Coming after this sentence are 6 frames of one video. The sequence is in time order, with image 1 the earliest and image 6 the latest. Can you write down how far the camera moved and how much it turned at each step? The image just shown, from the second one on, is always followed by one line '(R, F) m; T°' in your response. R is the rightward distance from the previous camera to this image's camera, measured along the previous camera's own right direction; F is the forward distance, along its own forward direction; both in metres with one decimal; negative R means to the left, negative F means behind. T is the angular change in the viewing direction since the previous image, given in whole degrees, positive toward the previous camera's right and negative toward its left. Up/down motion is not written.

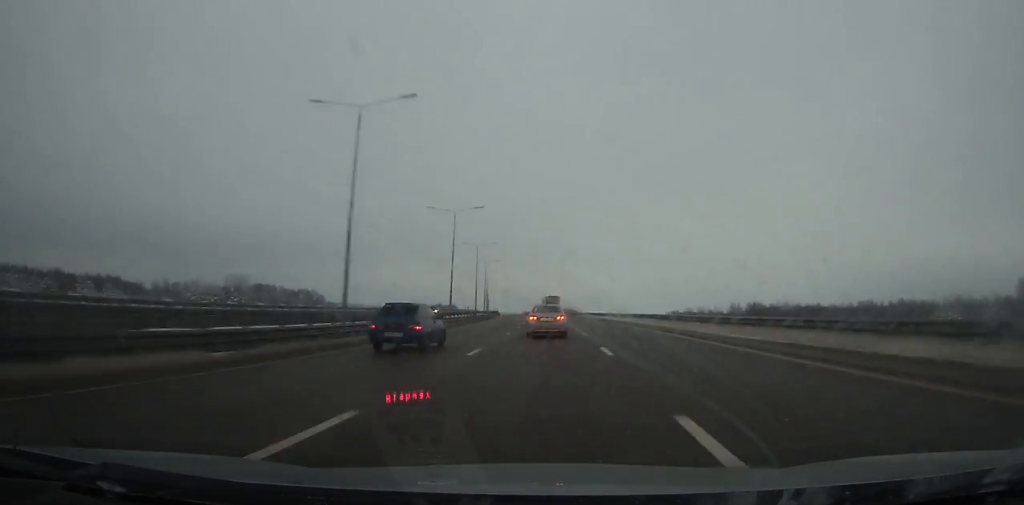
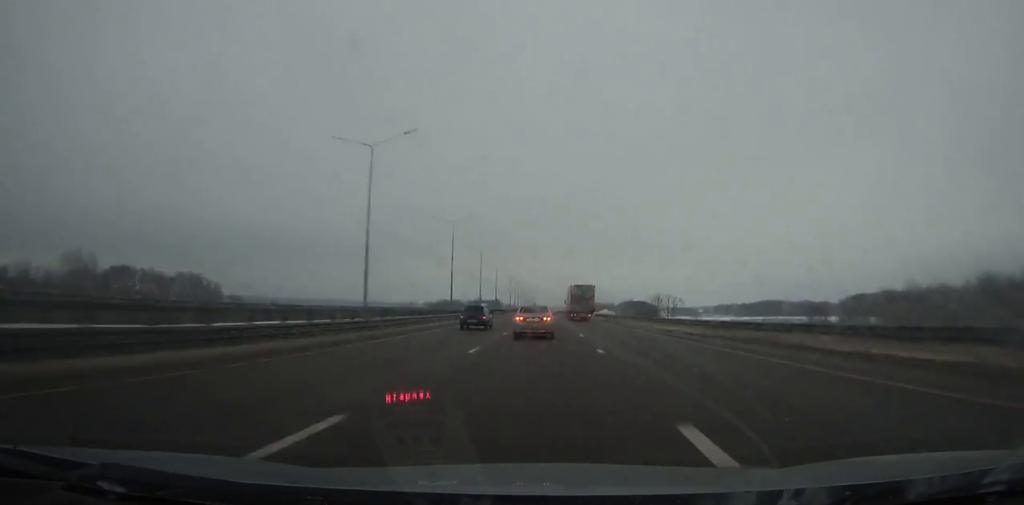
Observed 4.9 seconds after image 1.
(-6.9, +140.7) m; -5°
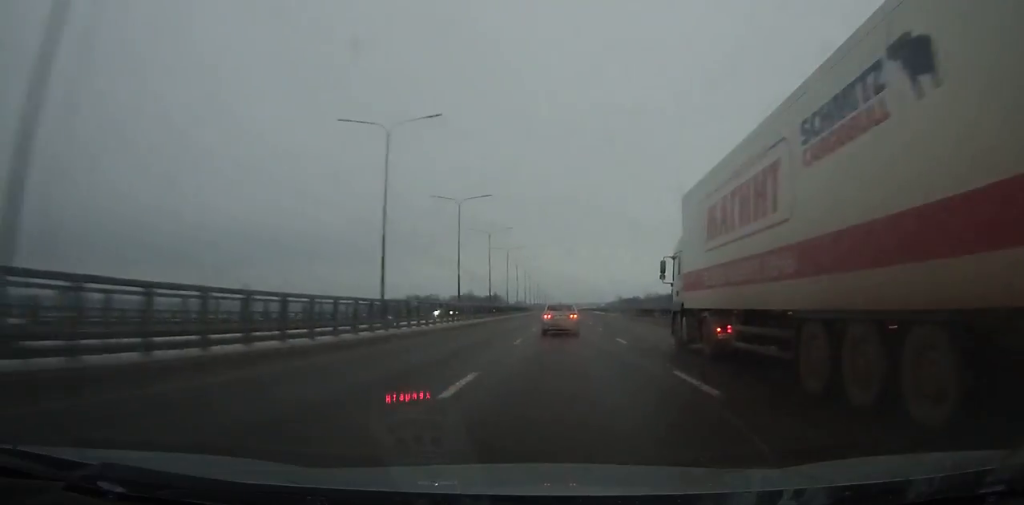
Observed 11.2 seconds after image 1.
(-4.8, +180.4) m; -2°
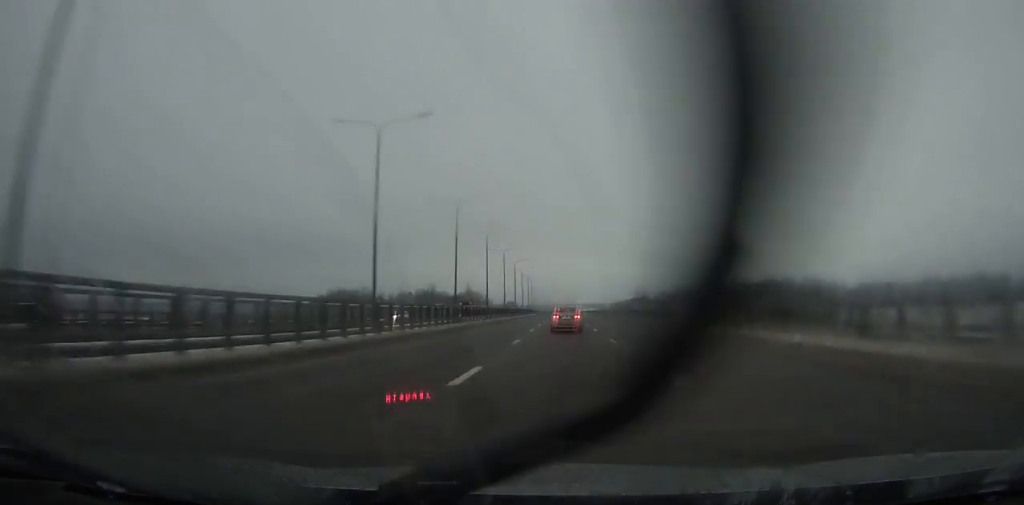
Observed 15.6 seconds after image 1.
(+0.8, +126.1) m; +1°
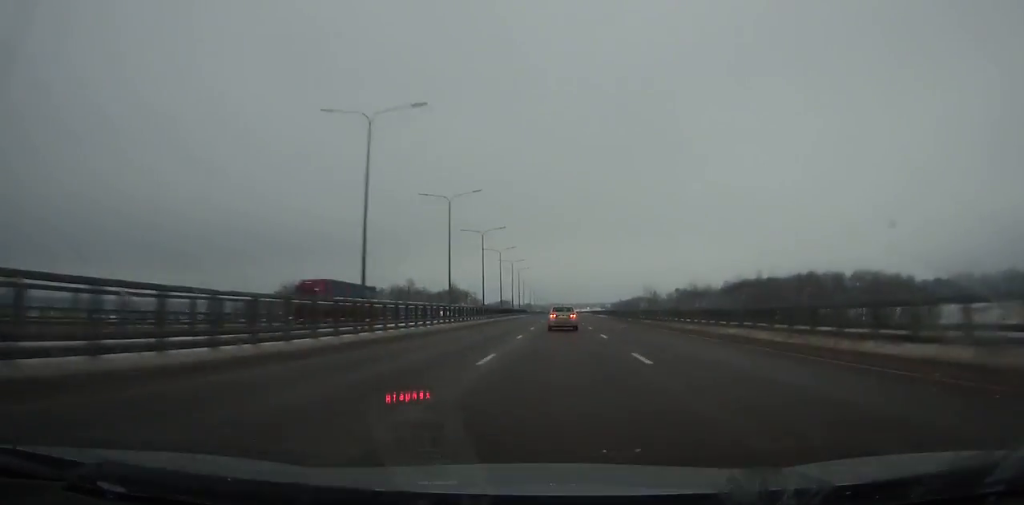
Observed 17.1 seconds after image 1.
(0.0, +43.2) m; 0°
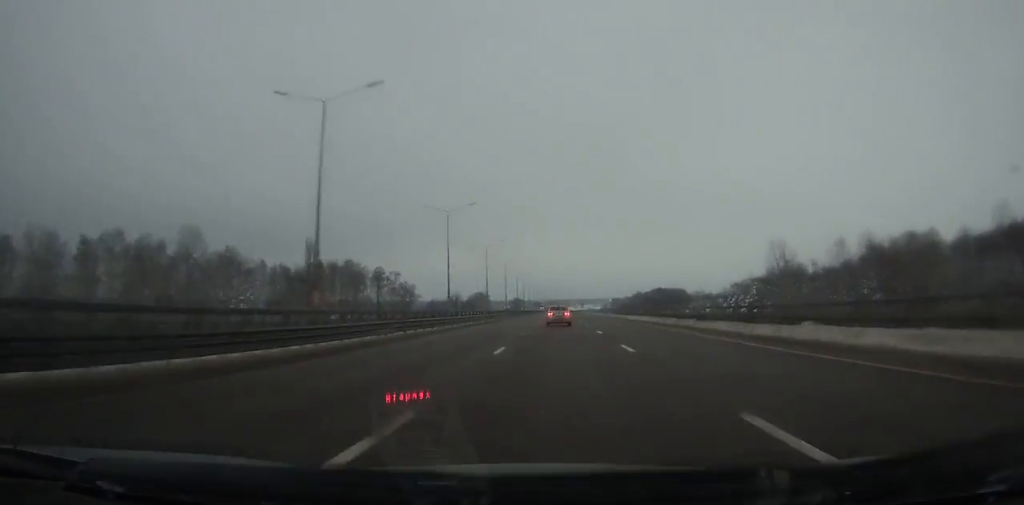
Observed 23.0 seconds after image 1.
(+0.3, +172.4) m; 0°
